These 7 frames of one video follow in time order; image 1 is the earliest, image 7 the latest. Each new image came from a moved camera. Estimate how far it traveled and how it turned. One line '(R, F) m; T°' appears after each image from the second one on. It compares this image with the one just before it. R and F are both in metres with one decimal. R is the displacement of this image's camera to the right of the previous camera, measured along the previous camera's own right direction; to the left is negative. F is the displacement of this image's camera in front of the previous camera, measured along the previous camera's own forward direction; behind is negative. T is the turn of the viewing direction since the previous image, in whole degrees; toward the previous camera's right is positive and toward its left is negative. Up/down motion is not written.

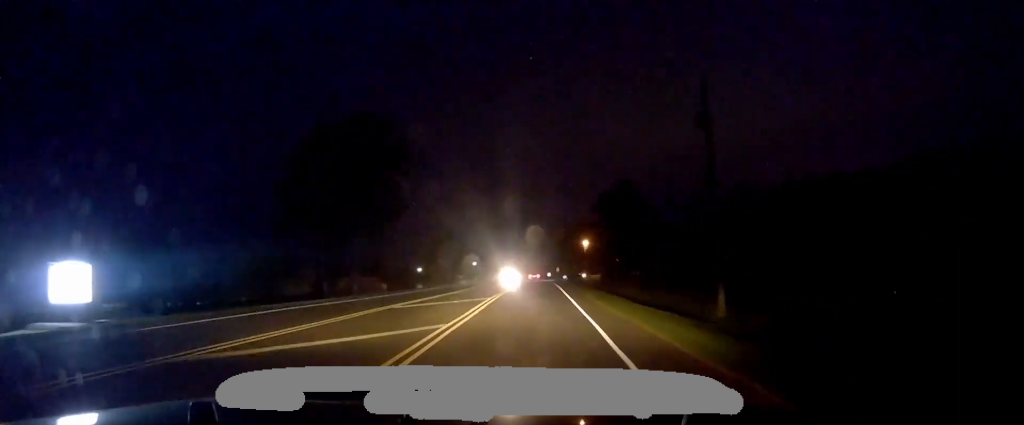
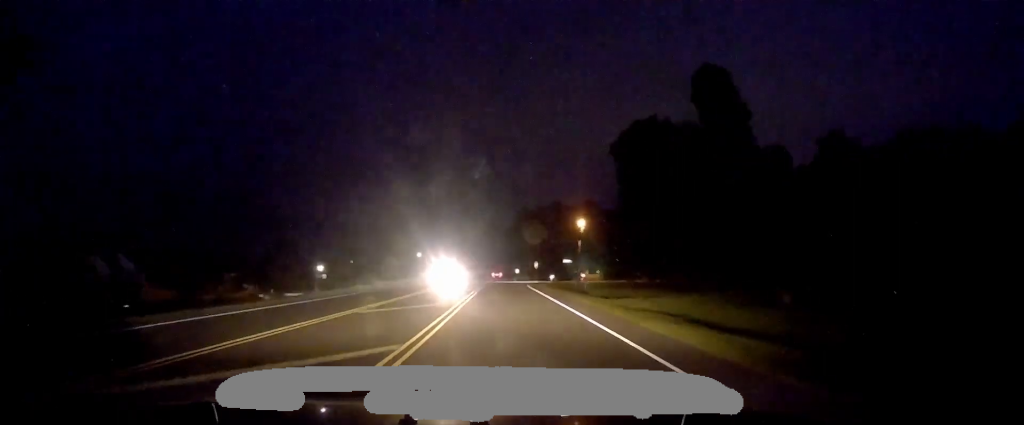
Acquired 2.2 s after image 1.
(+2.7, +49.1) m; +6°
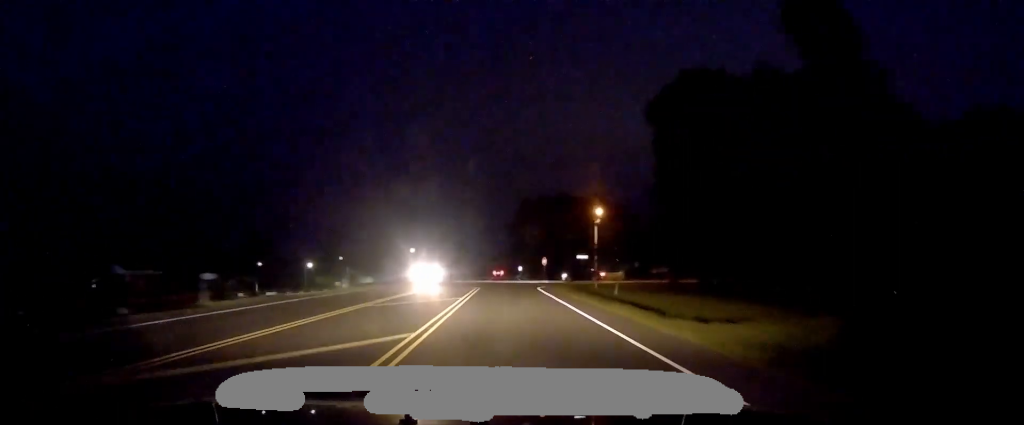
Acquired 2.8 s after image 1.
(0.0, +13.6) m; +1°
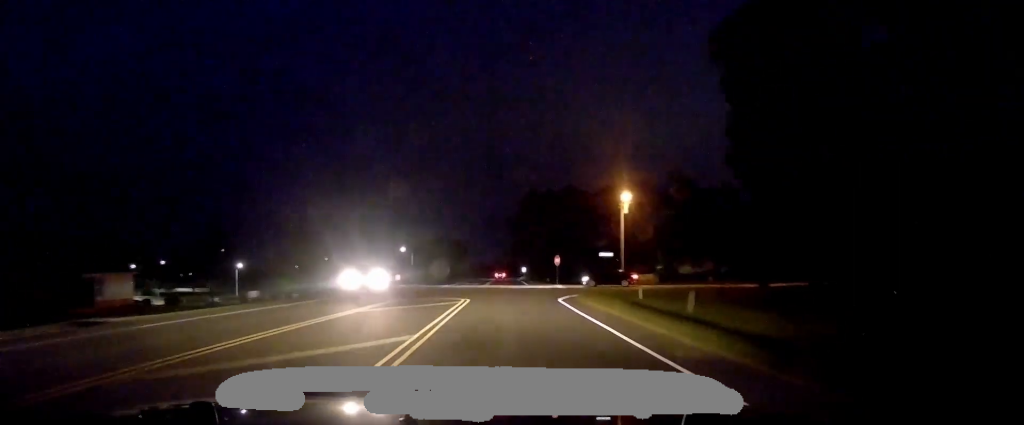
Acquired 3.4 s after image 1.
(+0.2, +15.1) m; +1°
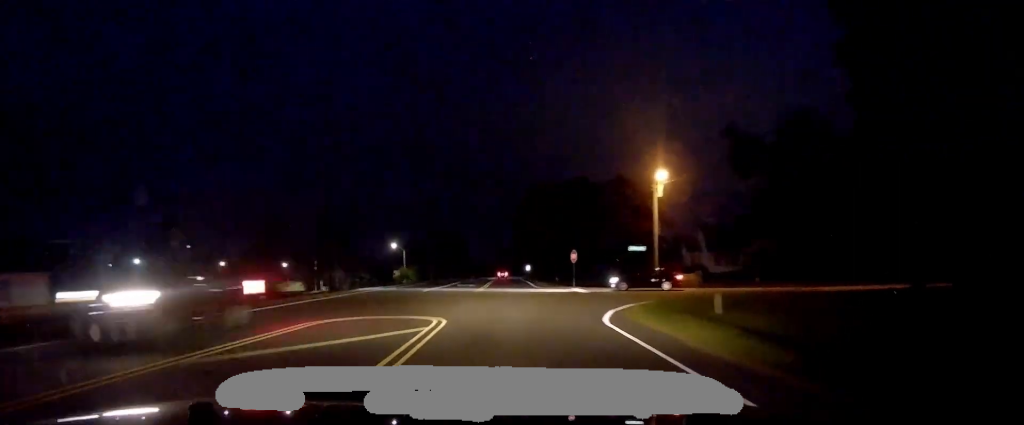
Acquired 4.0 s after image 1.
(+0.4, +12.0) m; 0°
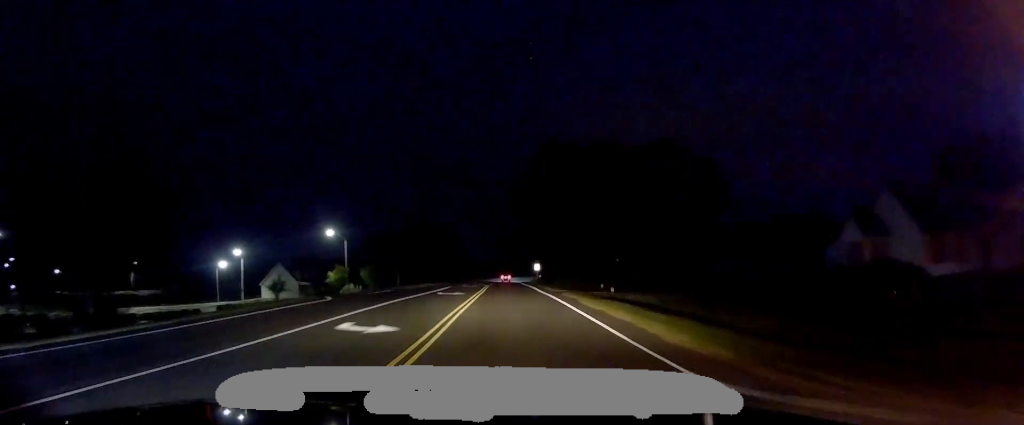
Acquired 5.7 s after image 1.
(-0.7, +39.5) m; 0°
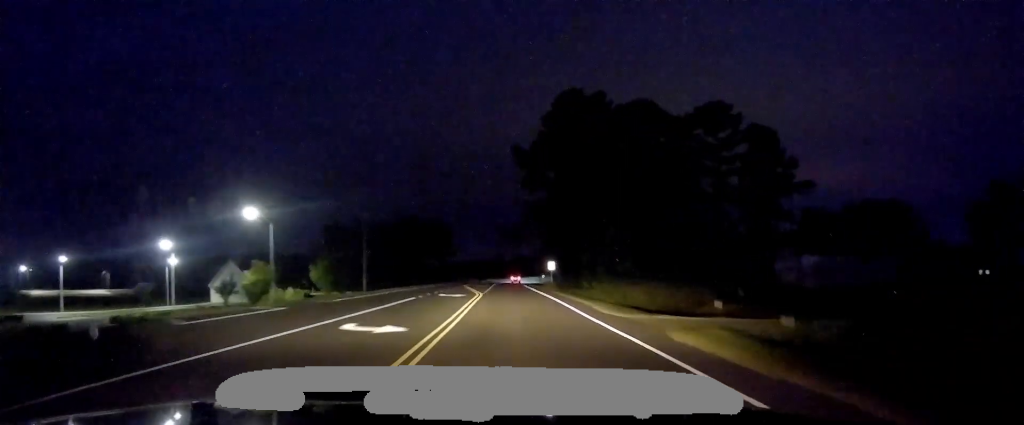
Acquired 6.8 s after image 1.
(+0.1, +23.0) m; -1°
